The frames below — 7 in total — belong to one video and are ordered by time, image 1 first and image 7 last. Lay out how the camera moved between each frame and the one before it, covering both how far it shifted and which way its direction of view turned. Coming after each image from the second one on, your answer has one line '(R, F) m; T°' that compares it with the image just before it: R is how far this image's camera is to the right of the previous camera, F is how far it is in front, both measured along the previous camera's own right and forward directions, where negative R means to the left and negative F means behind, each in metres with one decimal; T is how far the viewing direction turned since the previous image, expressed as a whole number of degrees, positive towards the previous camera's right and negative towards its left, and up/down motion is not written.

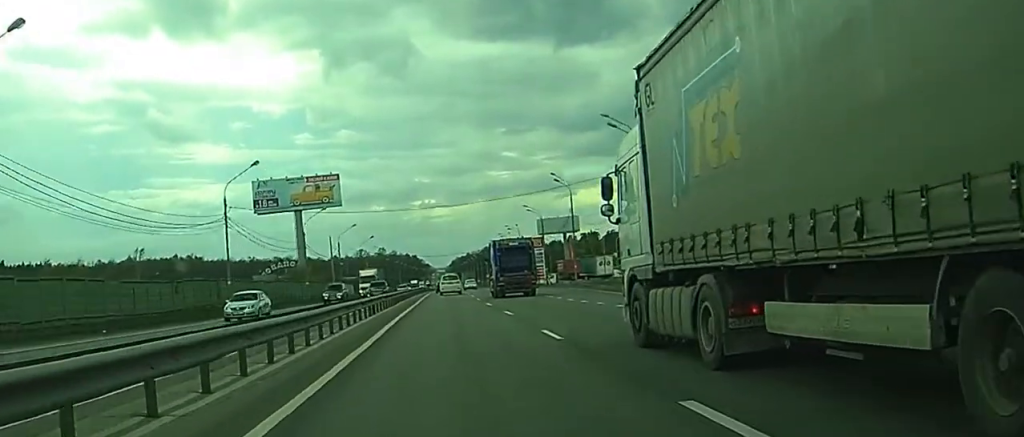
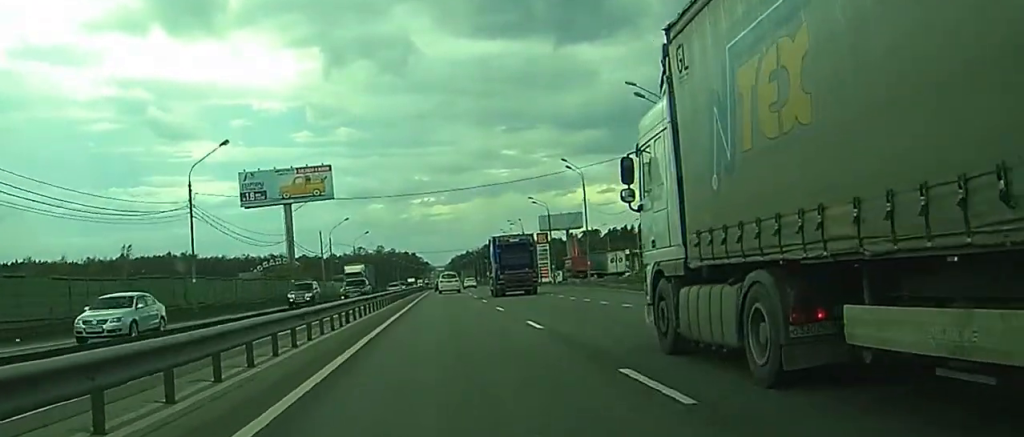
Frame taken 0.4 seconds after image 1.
(0.0, +9.2) m; 0°
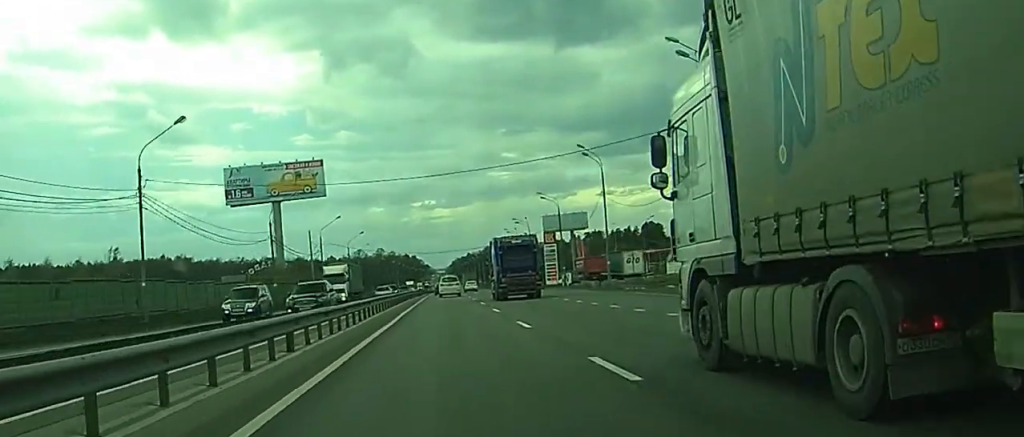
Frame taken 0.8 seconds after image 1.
(+0.1, +9.9) m; 0°
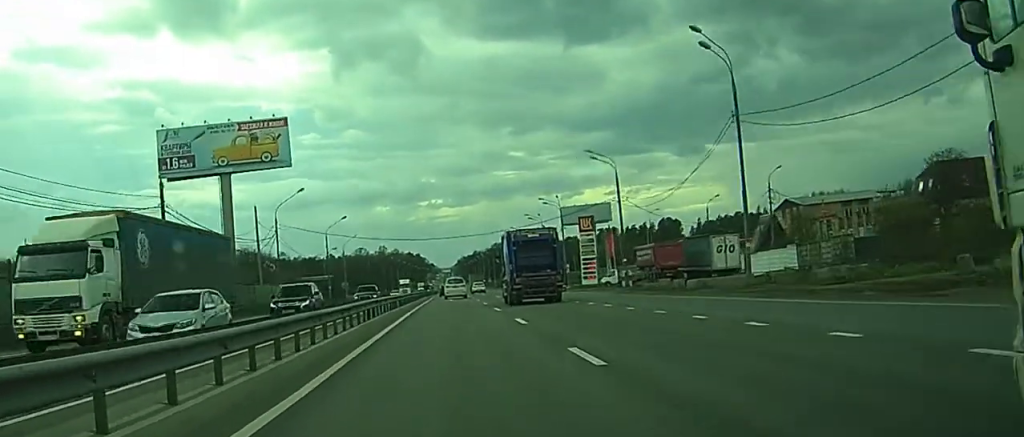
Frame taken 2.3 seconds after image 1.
(-0.8, +33.8) m; -2°
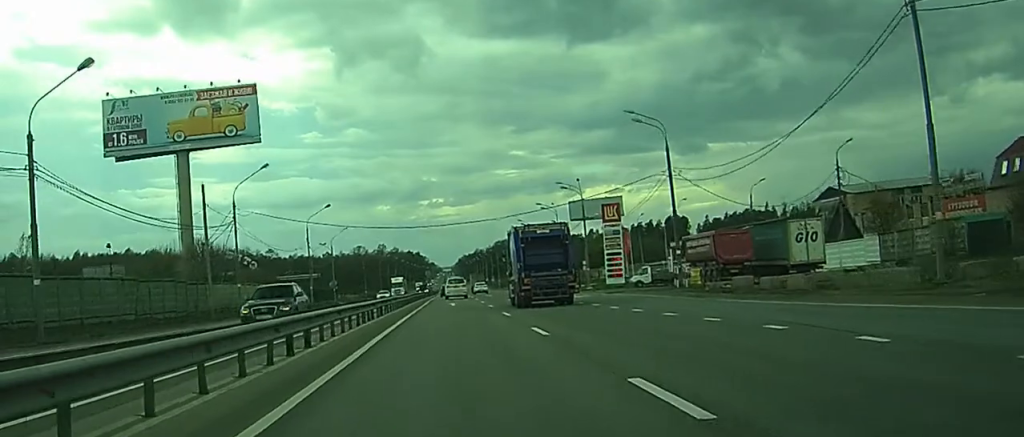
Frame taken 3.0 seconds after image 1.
(-0.1, +16.9) m; 0°
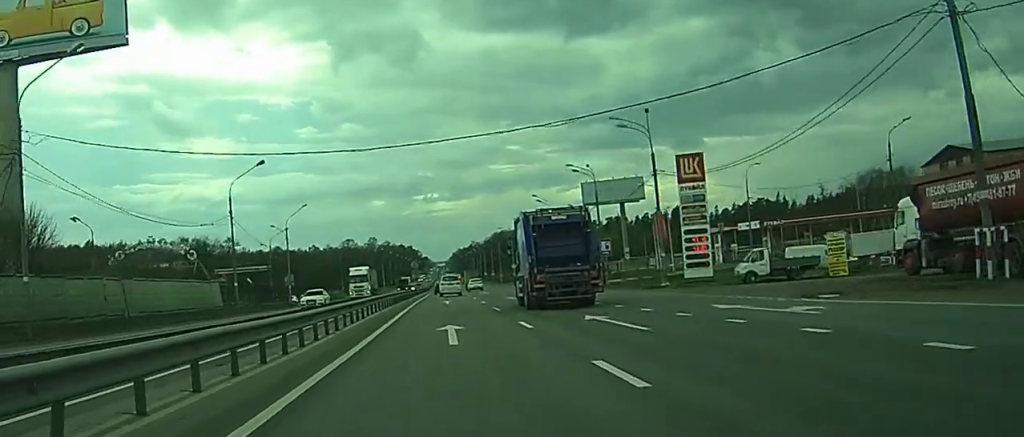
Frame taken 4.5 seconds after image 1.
(+1.5, +34.3) m; +4°
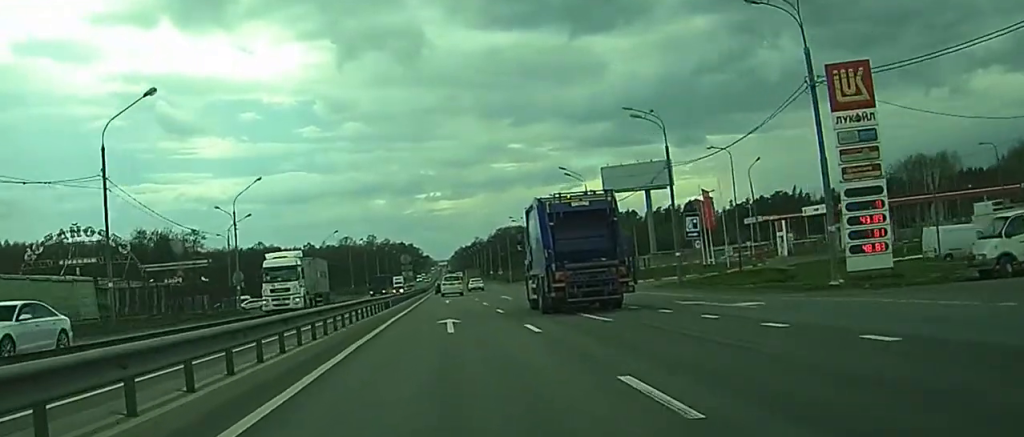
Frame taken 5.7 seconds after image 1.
(0.0, +26.4) m; -2°
